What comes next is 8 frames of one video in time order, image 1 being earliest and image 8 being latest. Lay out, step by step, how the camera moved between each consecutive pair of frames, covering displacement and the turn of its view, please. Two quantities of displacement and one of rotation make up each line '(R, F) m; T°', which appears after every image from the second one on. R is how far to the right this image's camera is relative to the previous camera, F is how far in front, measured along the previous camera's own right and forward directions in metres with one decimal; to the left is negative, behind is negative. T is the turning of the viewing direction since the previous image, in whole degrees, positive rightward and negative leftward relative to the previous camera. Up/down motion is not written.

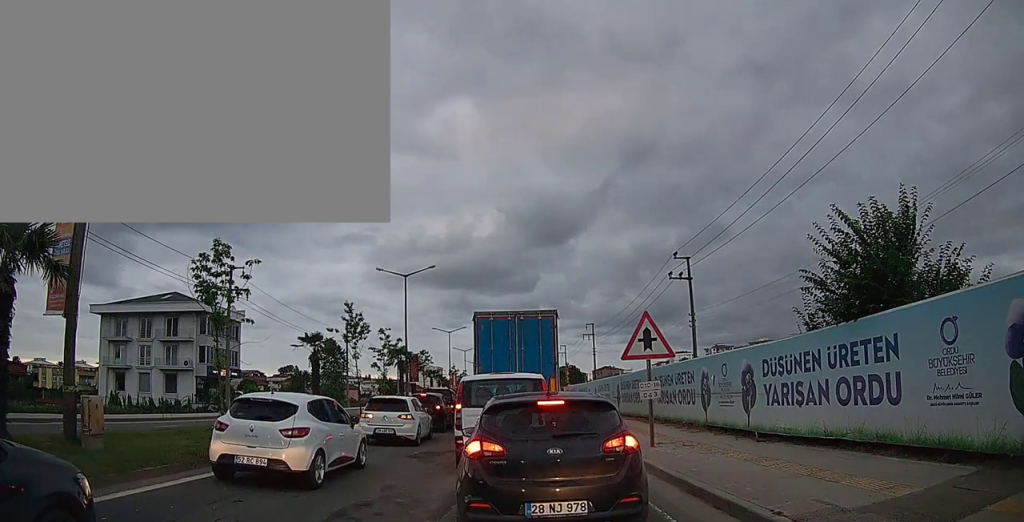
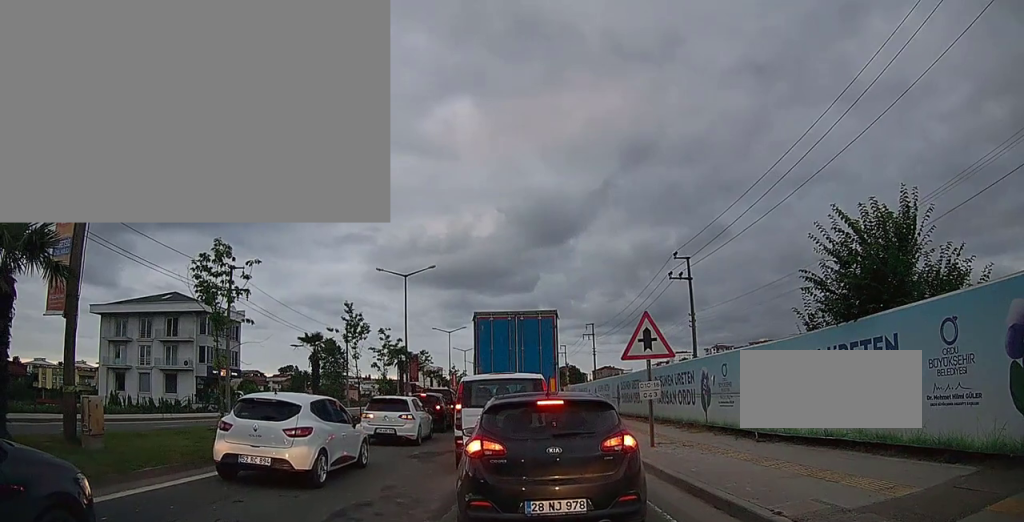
(0.0, 0.0) m; 0°
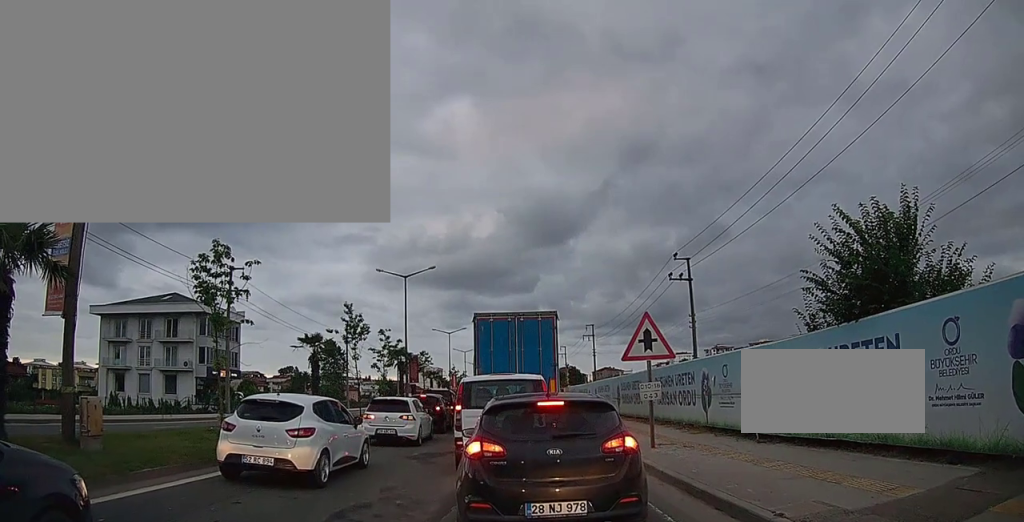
(0.0, 0.0) m; 0°
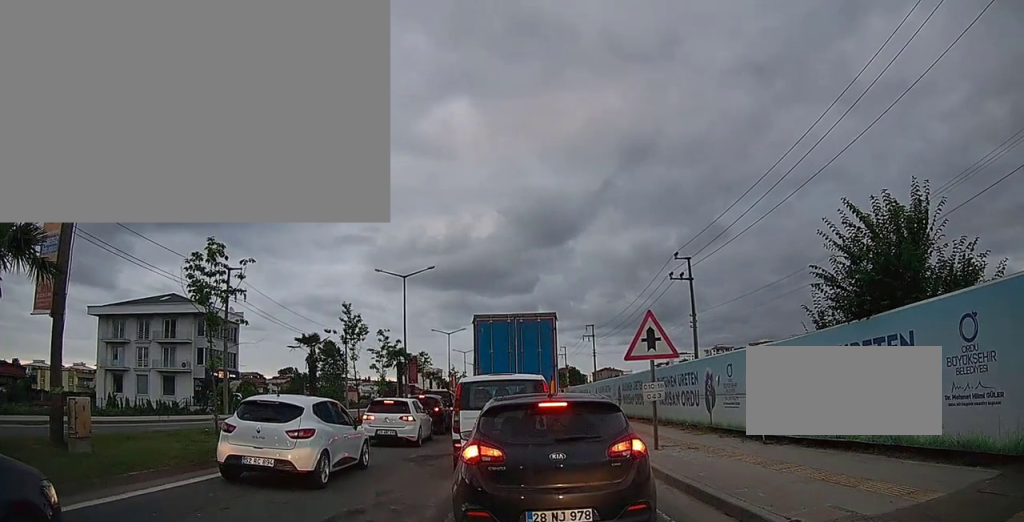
(0.0, 0.0) m; 0°
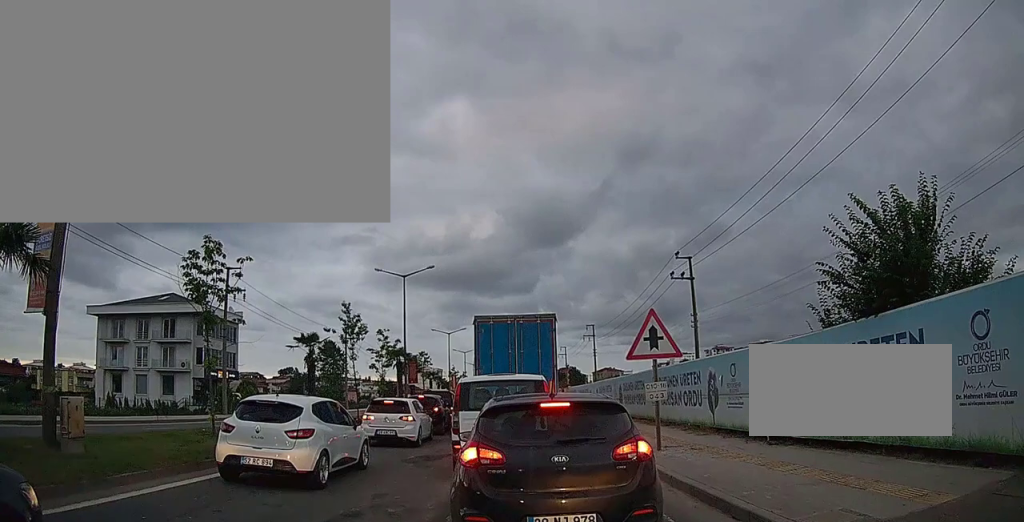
(0.0, 0.0) m; 0°
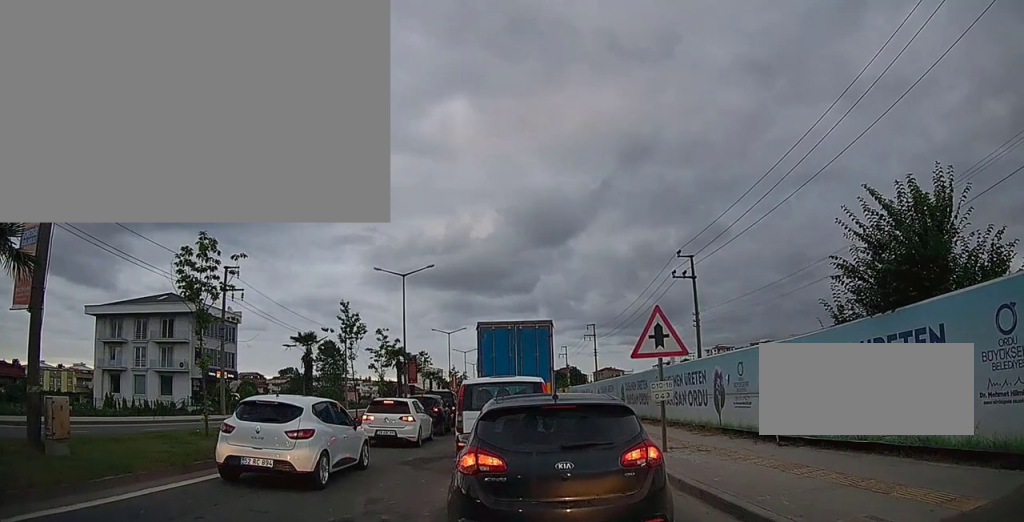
(0.0, 0.0) m; 0°
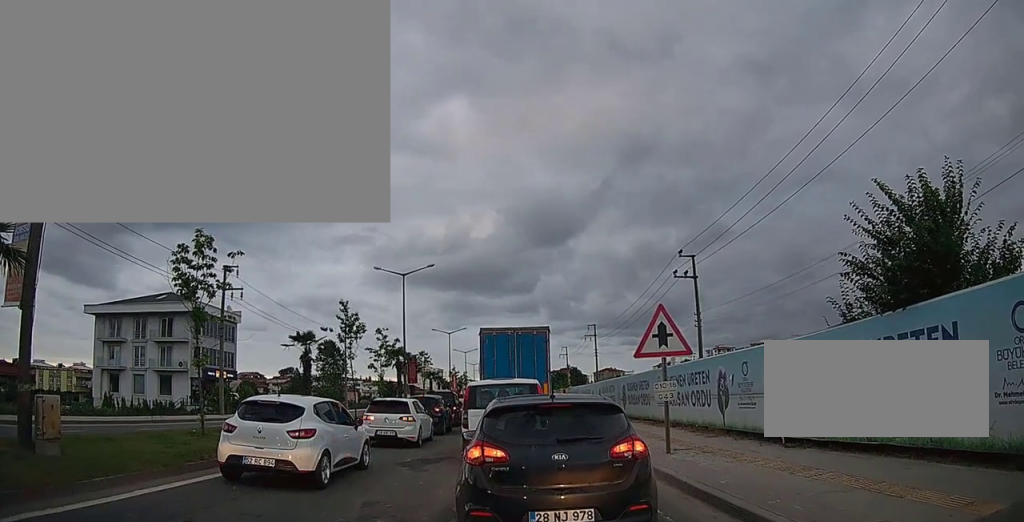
(0.0, 0.0) m; 0°
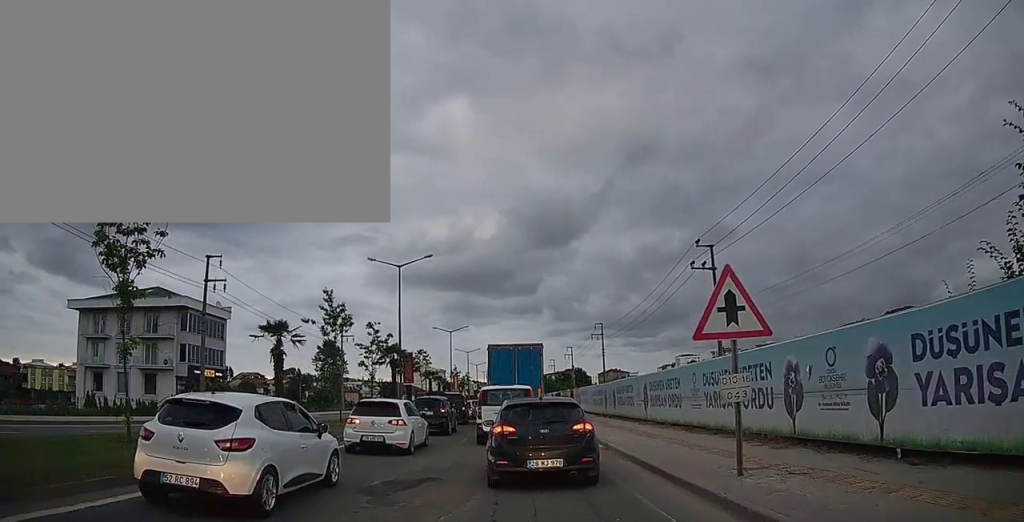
(+0.1, +1.3) m; +2°
